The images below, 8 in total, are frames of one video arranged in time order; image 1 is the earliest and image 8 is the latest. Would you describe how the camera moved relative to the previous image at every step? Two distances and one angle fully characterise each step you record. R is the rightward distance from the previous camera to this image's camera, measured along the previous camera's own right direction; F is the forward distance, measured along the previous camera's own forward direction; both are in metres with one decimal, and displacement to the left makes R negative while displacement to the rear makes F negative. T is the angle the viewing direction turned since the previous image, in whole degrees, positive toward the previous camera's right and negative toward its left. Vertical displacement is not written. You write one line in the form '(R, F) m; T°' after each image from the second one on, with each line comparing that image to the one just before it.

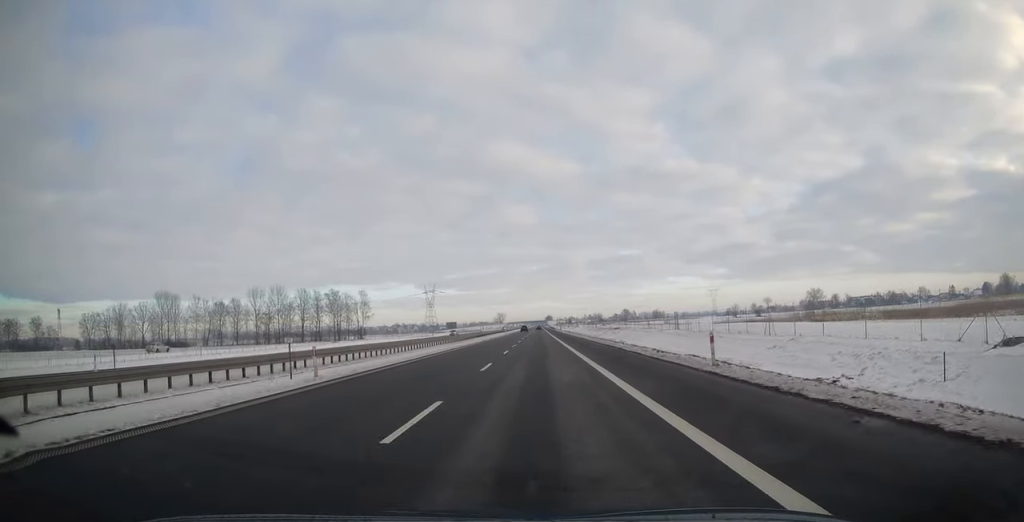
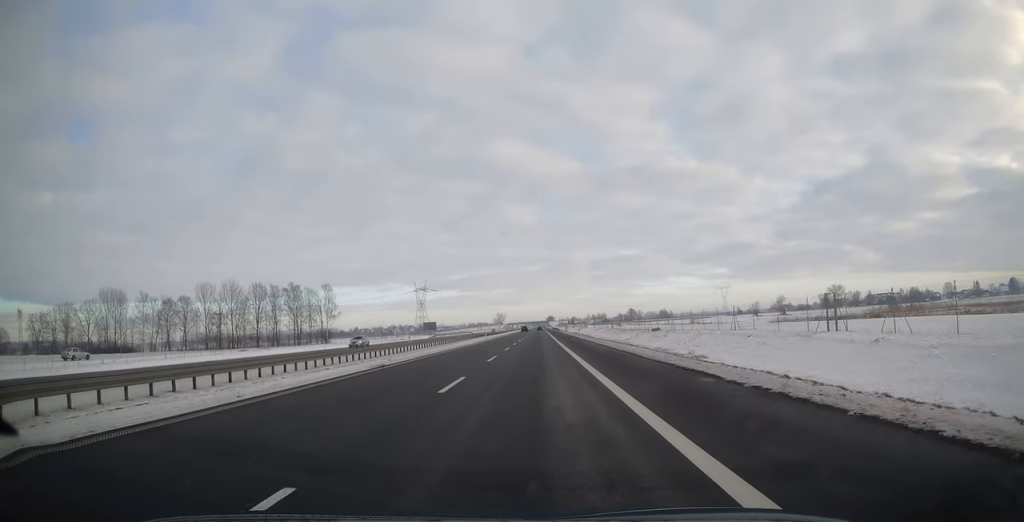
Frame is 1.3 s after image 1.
(+0.2, +42.0) m; 0°
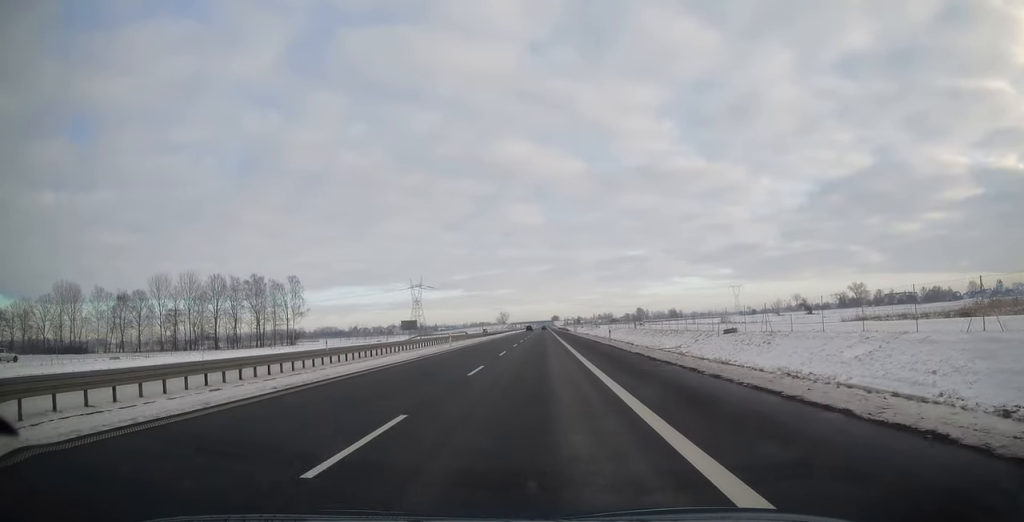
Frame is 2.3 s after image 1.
(-0.1, +31.3) m; 0°
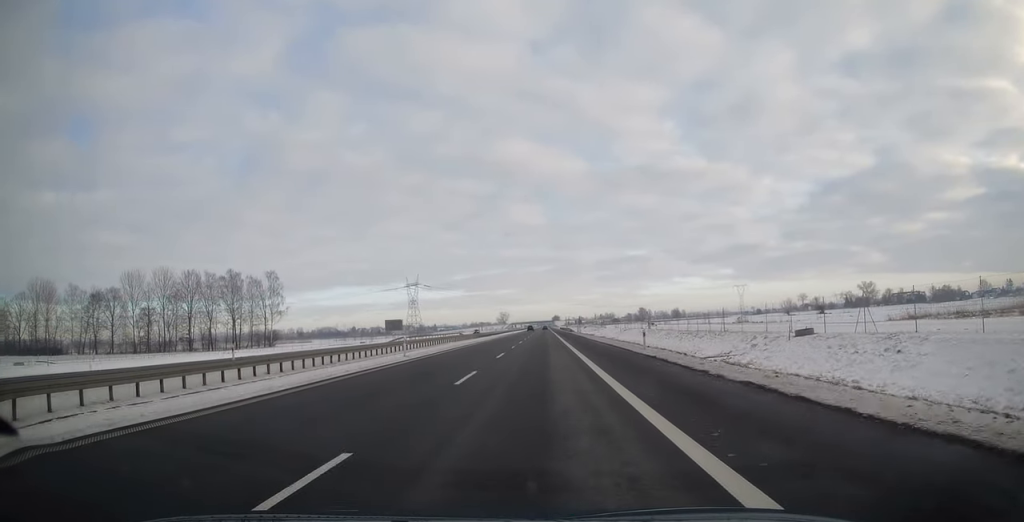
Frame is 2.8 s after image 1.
(-0.1, +14.9) m; 0°
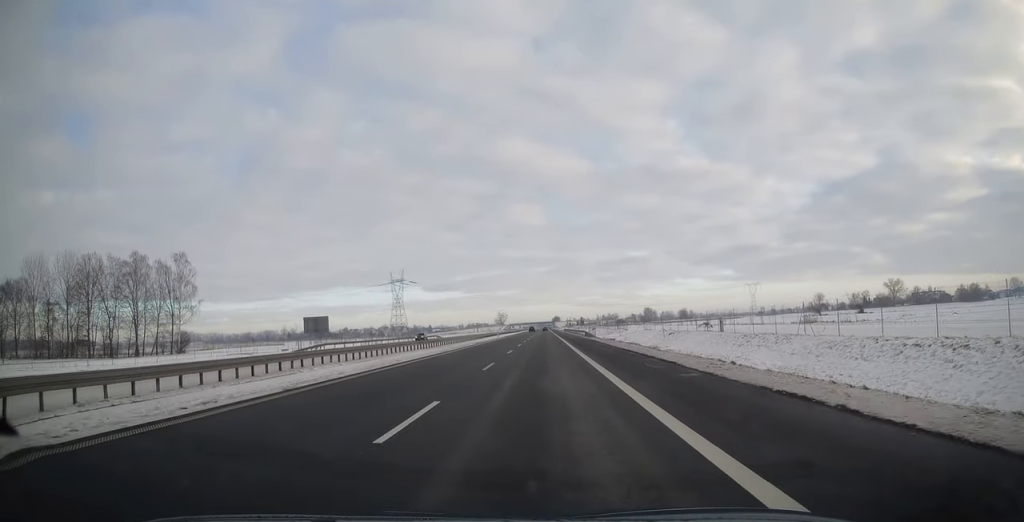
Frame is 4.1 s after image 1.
(0.0, +42.9) m; 0°
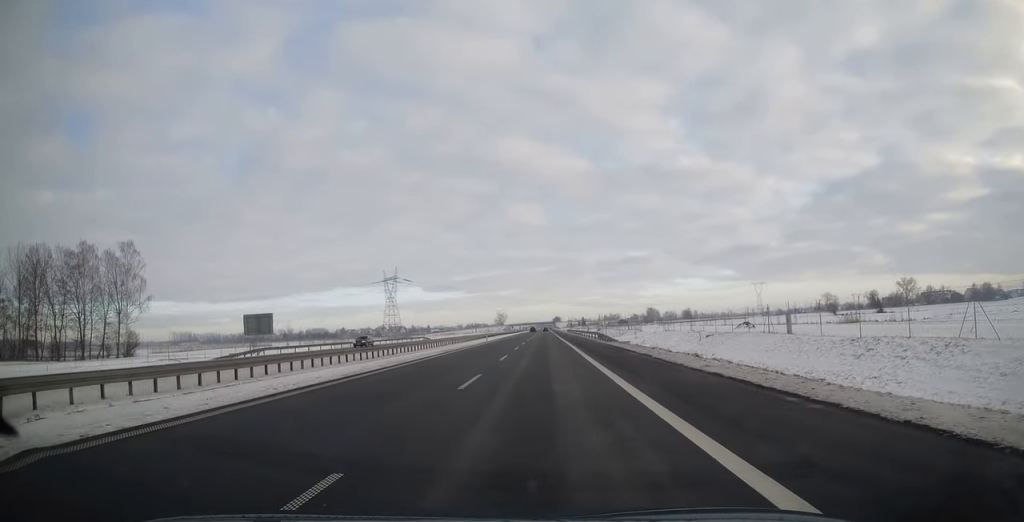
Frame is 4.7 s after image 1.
(0.0, +17.5) m; 0°
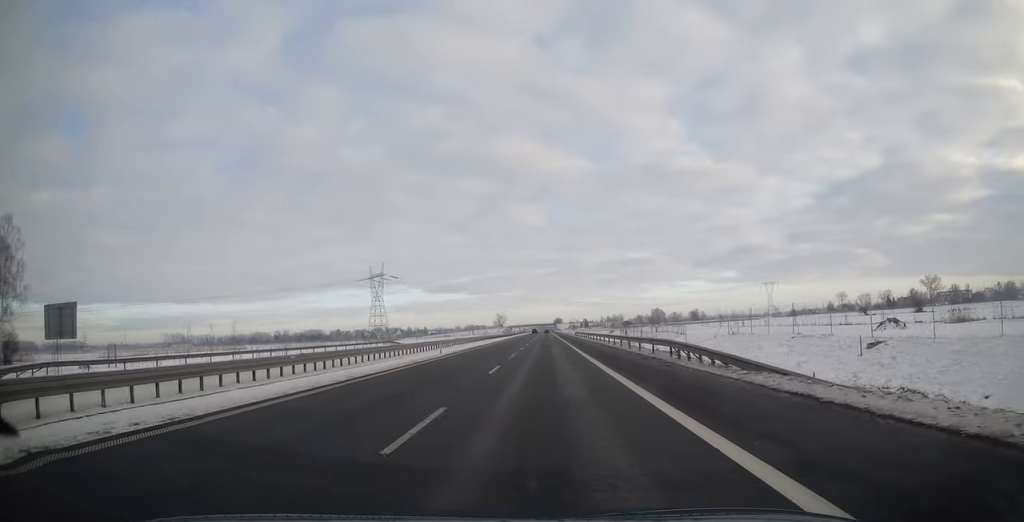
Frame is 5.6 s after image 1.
(0.0, +30.7) m; 0°
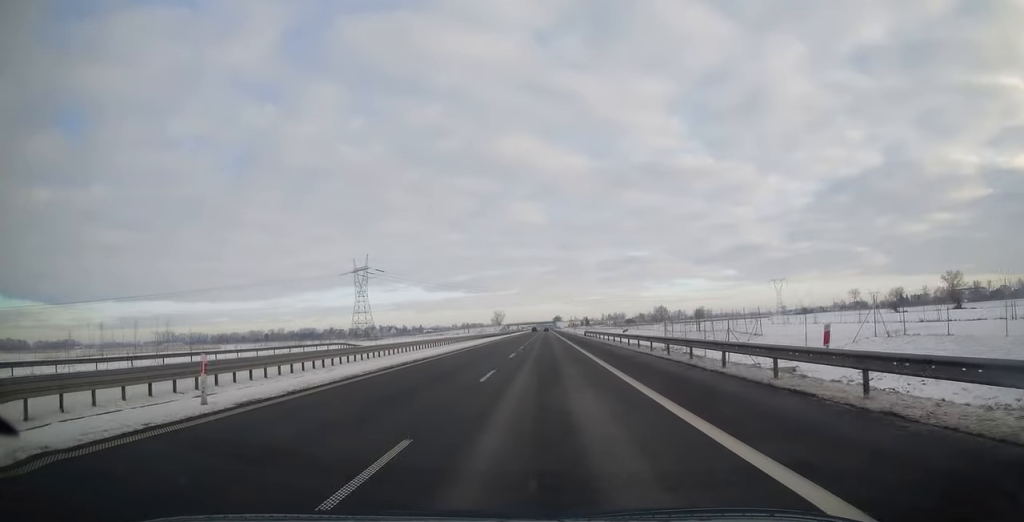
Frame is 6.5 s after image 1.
(0.0, +27.0) m; 0°
